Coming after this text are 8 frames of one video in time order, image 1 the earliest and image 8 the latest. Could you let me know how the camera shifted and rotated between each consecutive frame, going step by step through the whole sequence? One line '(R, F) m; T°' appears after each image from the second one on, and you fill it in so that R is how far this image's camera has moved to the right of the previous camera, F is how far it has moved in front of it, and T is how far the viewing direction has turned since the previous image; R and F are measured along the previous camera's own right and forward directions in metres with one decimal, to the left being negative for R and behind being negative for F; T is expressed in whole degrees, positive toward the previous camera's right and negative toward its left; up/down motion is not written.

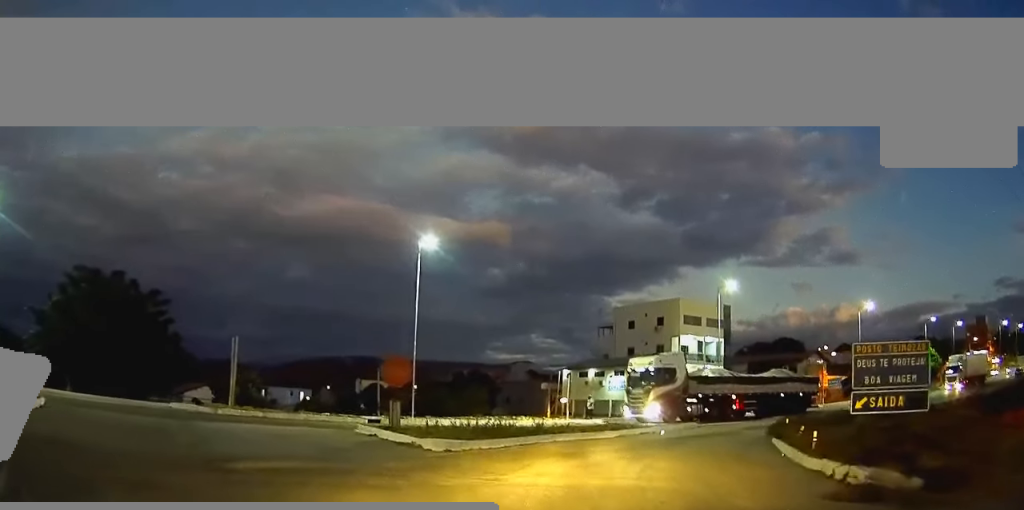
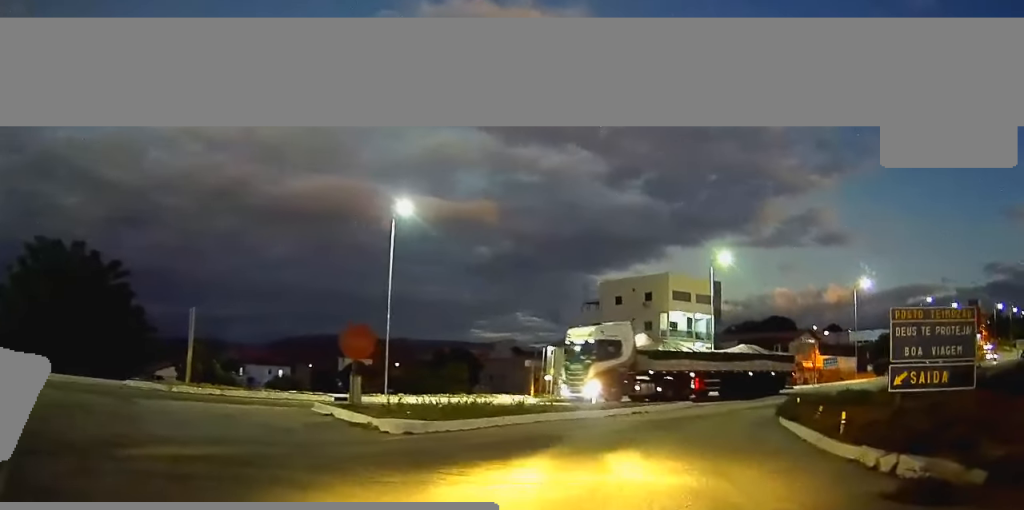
(0.0, +3.3) m; -2°
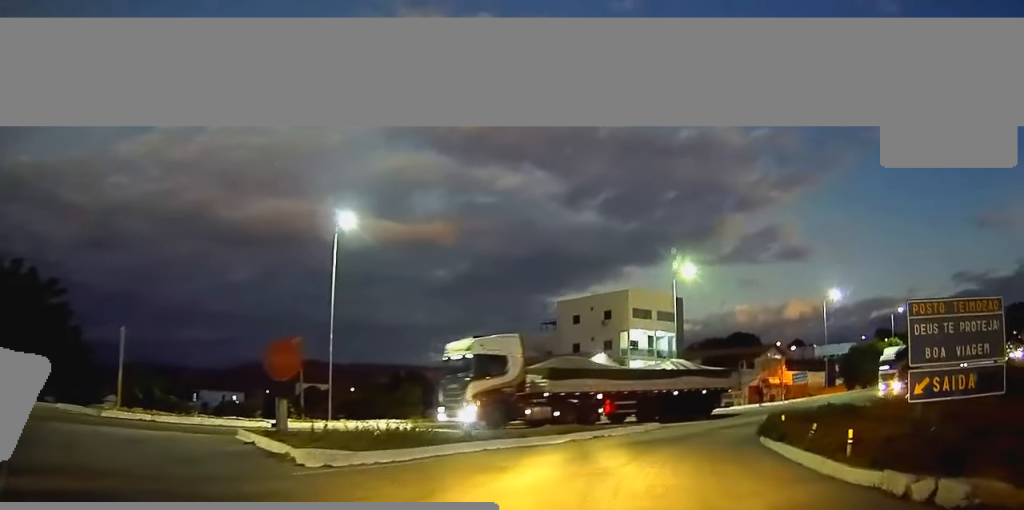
(-0.1, +3.1) m; -2°
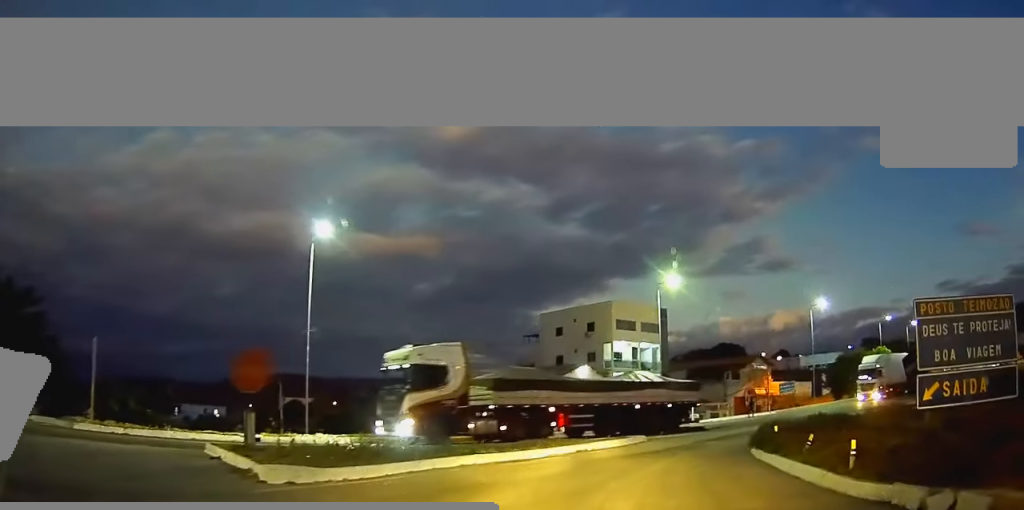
(0.0, +1.2) m; 0°
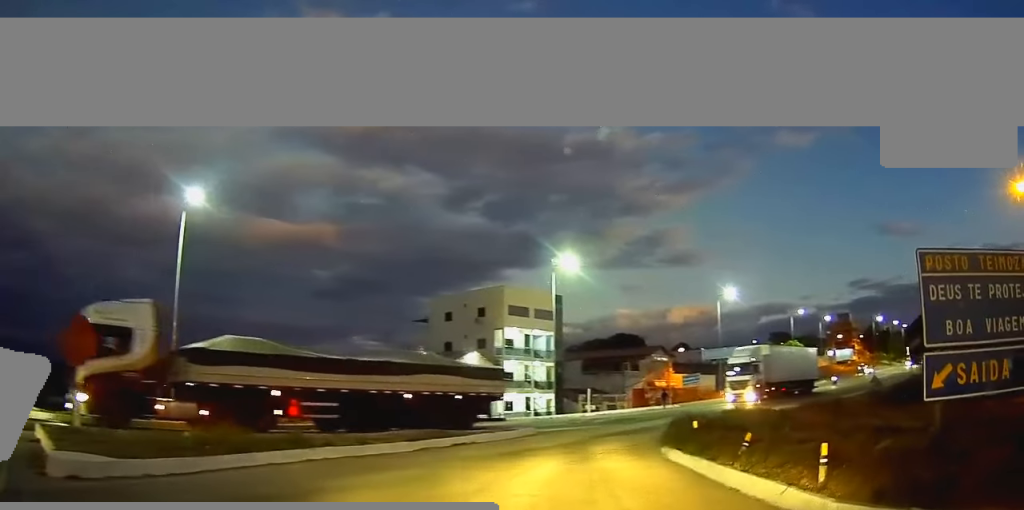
(+0.3, +3.5) m; +11°
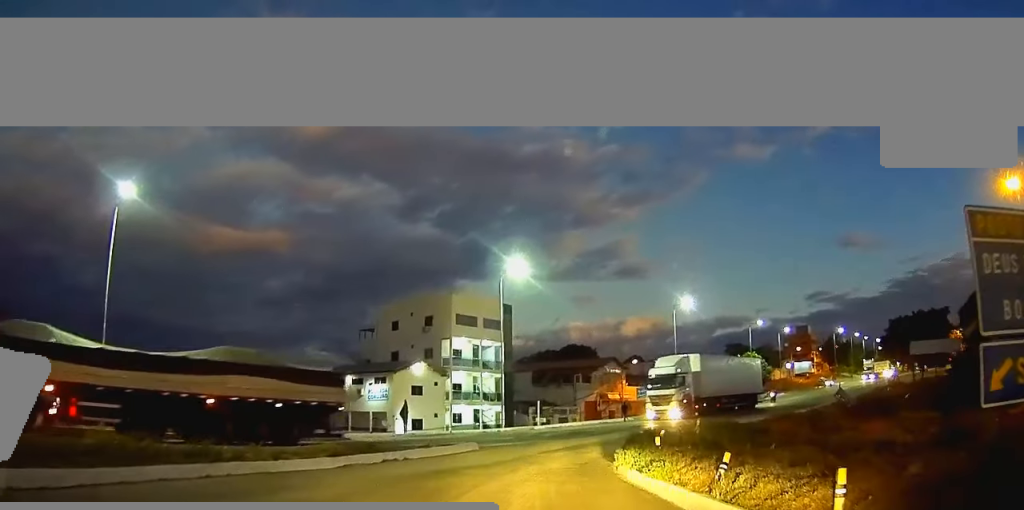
(+0.1, +2.3) m; +5°
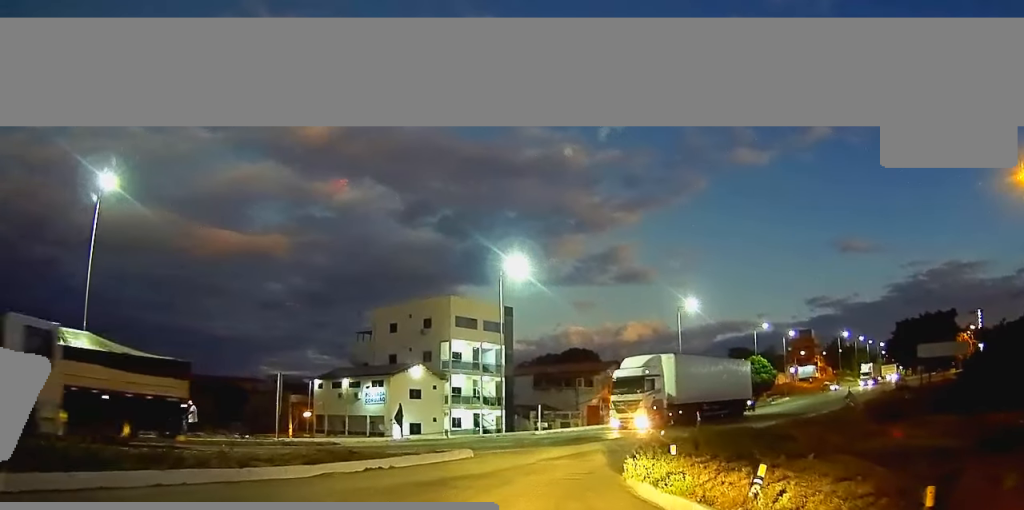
(+0.1, +2.1) m; +2°
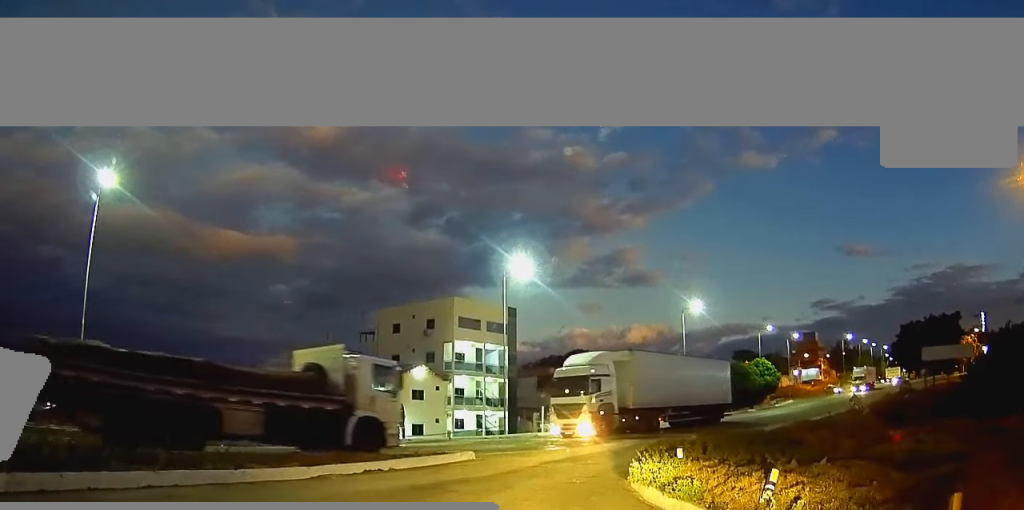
(0.0, +1.5) m; 0°
